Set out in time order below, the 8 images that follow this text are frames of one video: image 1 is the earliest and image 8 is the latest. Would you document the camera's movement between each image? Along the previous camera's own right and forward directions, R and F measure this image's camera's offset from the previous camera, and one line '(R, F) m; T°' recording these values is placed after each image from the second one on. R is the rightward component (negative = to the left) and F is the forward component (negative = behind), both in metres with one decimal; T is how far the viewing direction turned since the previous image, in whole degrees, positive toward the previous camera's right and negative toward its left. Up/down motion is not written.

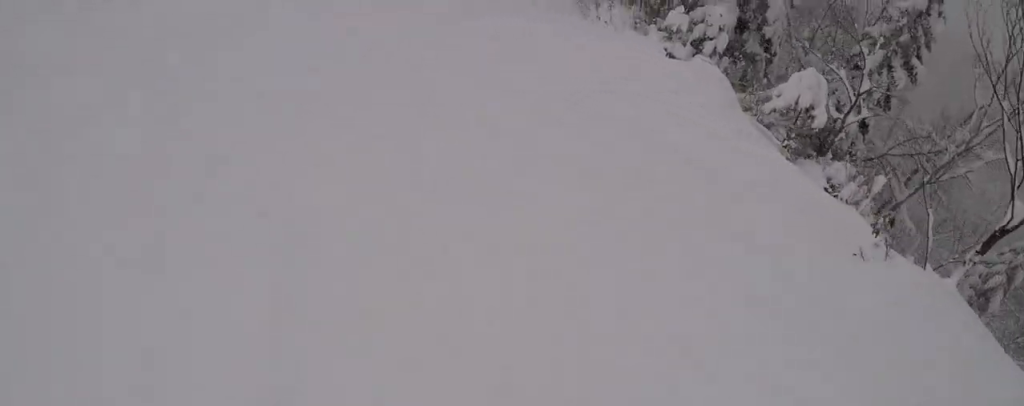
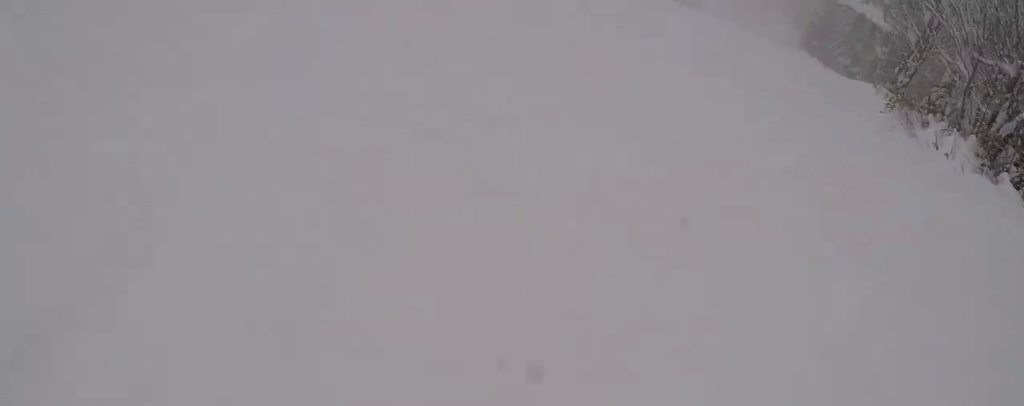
(-0.3, +2.5) m; -33°
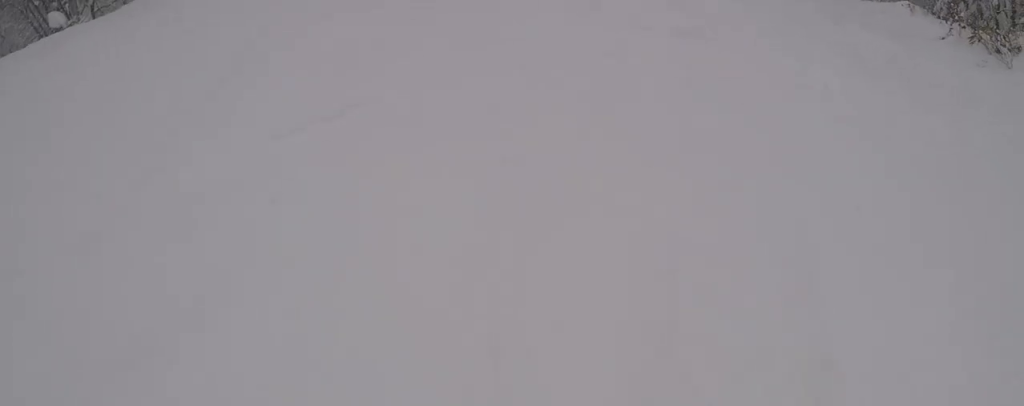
(-0.6, +2.1) m; -18°
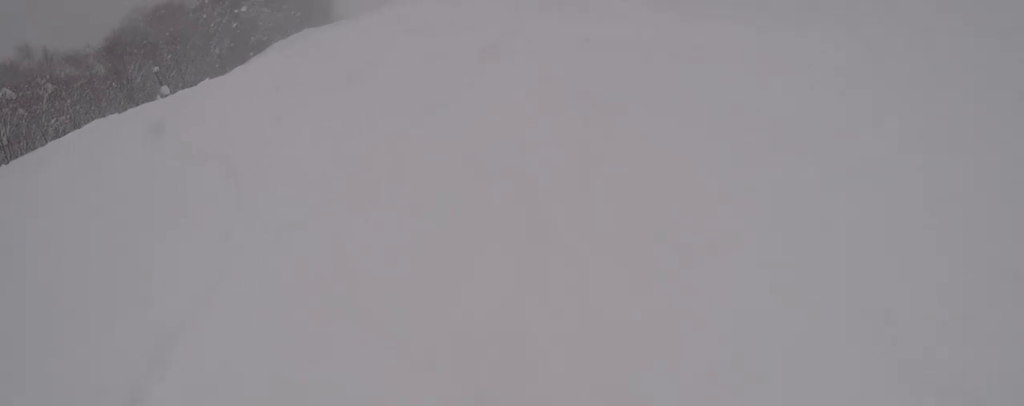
(-1.3, +1.9) m; -2°
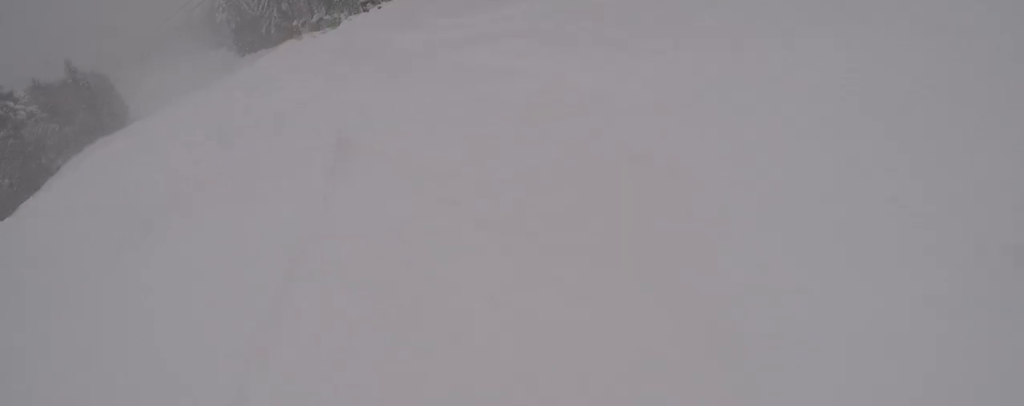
(+0.7, +2.1) m; +23°
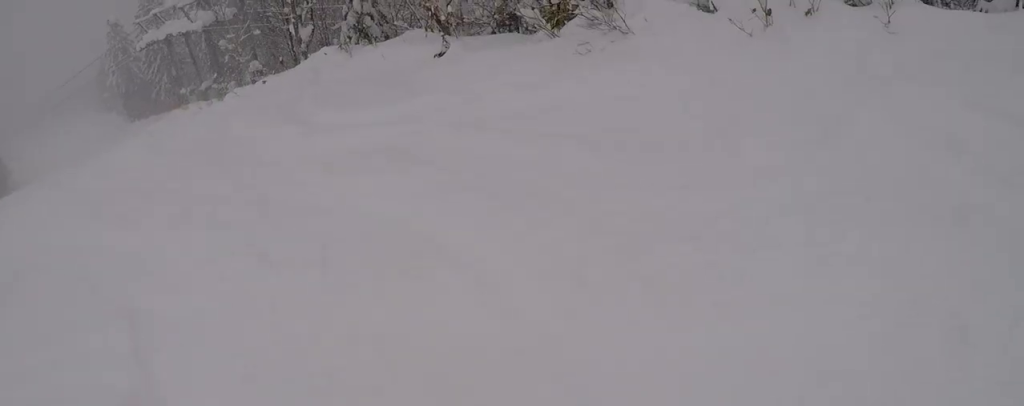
(+0.6, +2.5) m; +30°
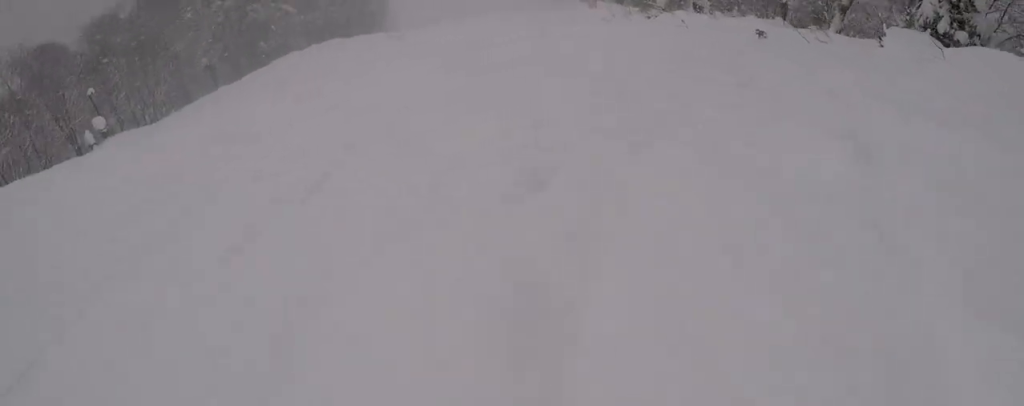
(-1.1, +9.5) m; -32°
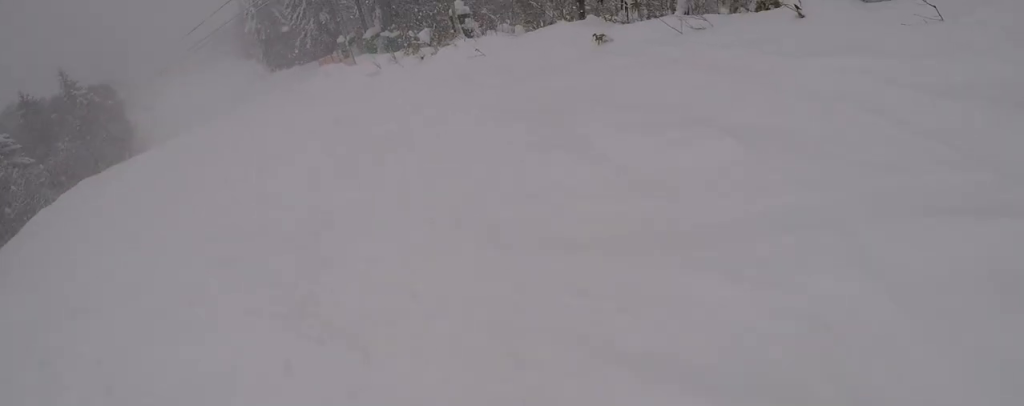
(+0.4, +3.4) m; +13°
